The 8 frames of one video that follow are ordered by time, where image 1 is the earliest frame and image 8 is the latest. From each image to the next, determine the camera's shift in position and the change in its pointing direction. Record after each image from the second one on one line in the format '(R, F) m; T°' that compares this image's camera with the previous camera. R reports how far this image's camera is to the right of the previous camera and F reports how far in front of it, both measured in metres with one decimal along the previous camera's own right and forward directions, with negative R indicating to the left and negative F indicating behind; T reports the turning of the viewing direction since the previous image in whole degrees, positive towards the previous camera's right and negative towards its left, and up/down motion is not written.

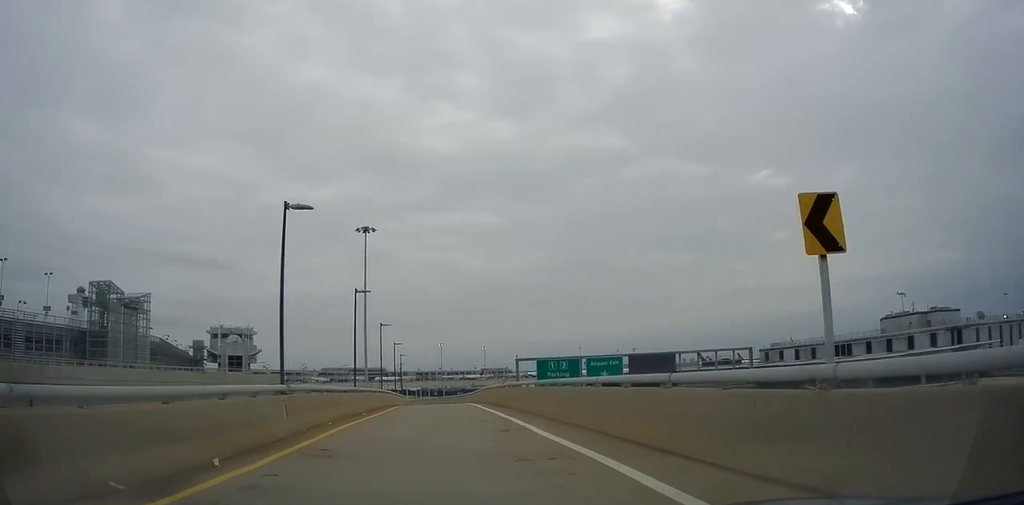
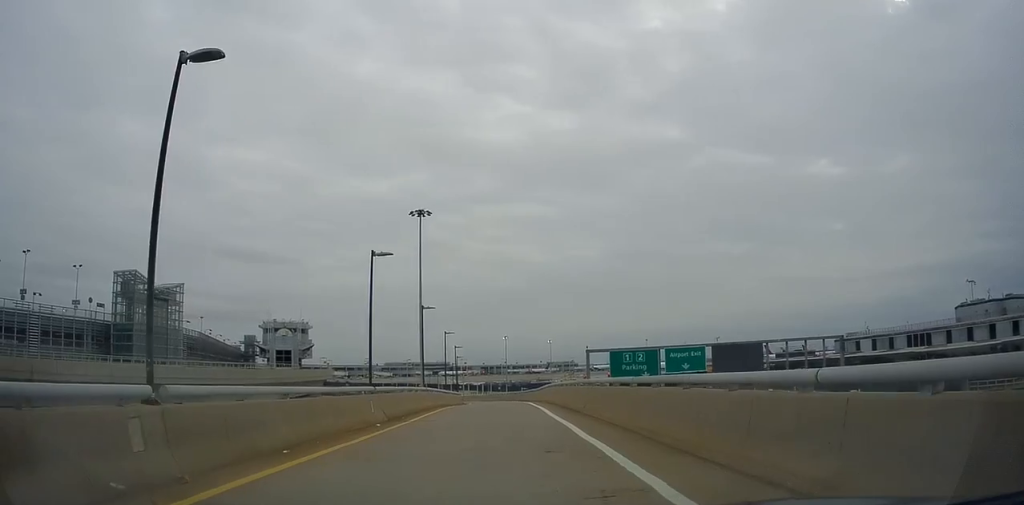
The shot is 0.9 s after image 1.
(-0.8, +7.7) m; -9°
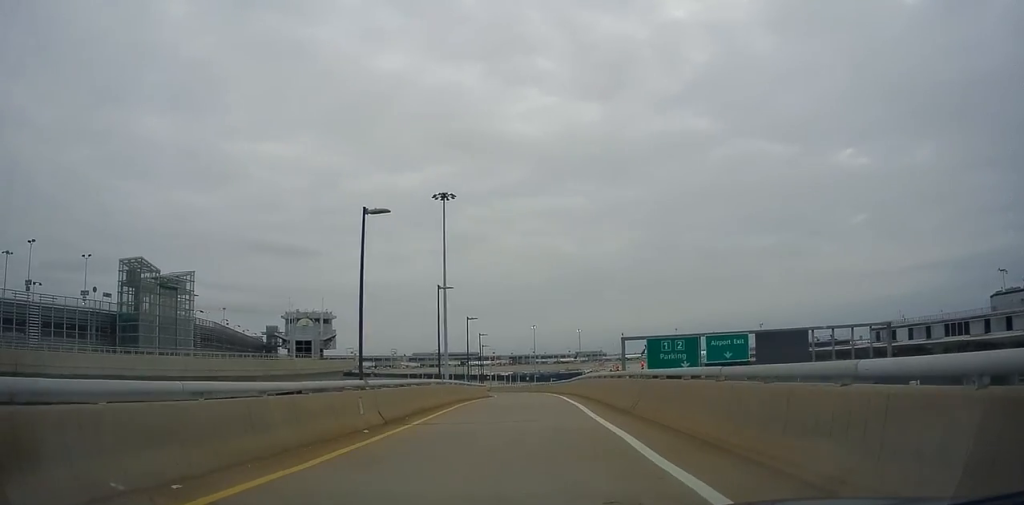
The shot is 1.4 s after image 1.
(-0.2, +4.4) m; -4°
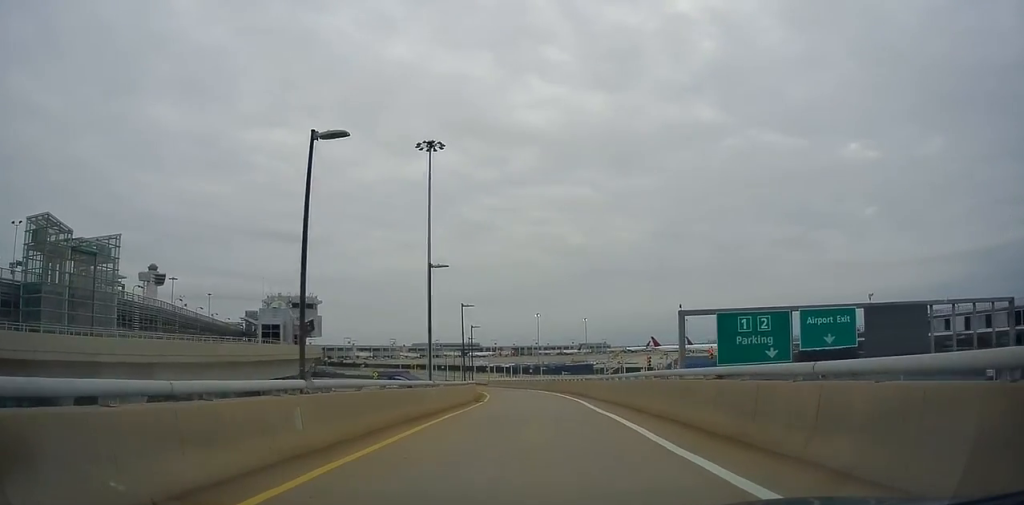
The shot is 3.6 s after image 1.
(-1.5, +17.7) m; -7°
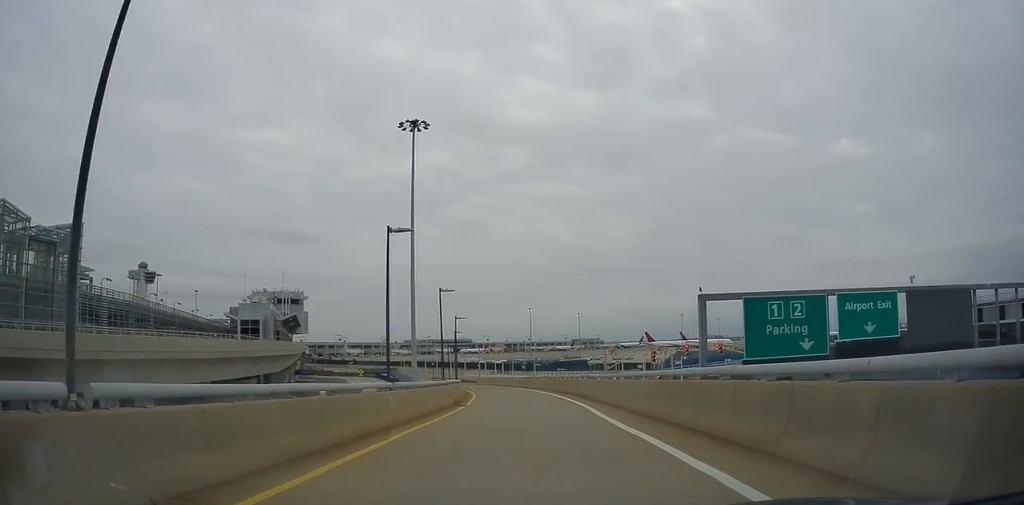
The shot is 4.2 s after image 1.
(0.0, +5.3) m; 0°
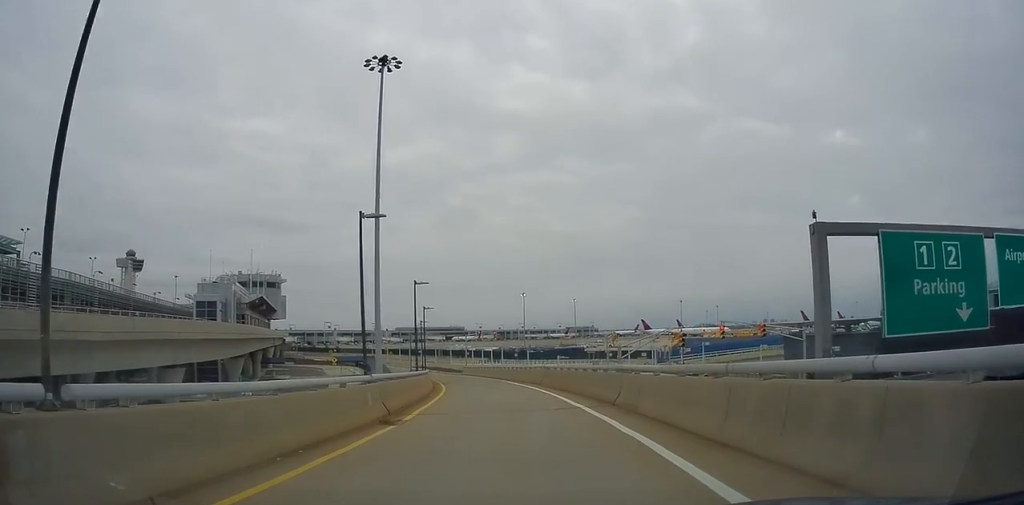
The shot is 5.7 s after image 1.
(0.0, +11.9) m; +1°
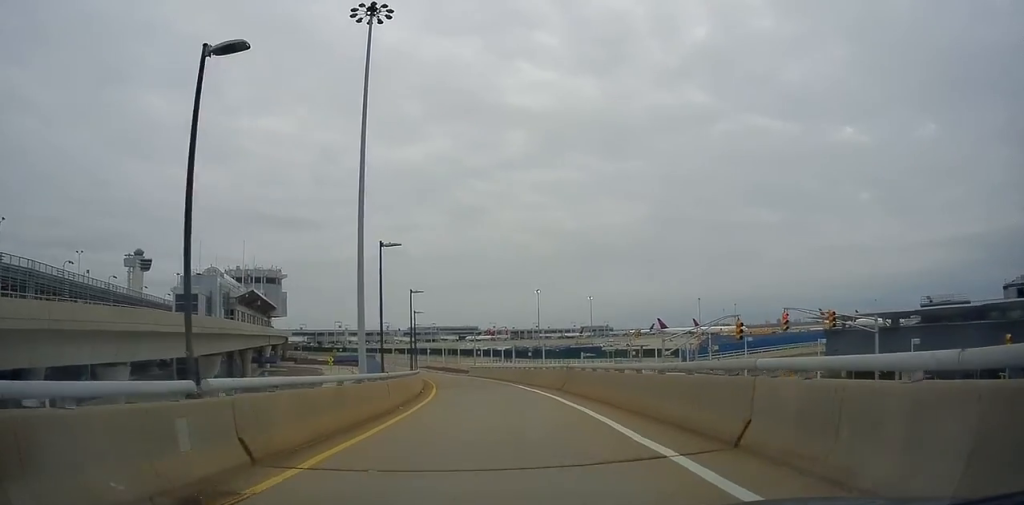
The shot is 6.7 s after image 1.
(+0.2, +8.7) m; +2°
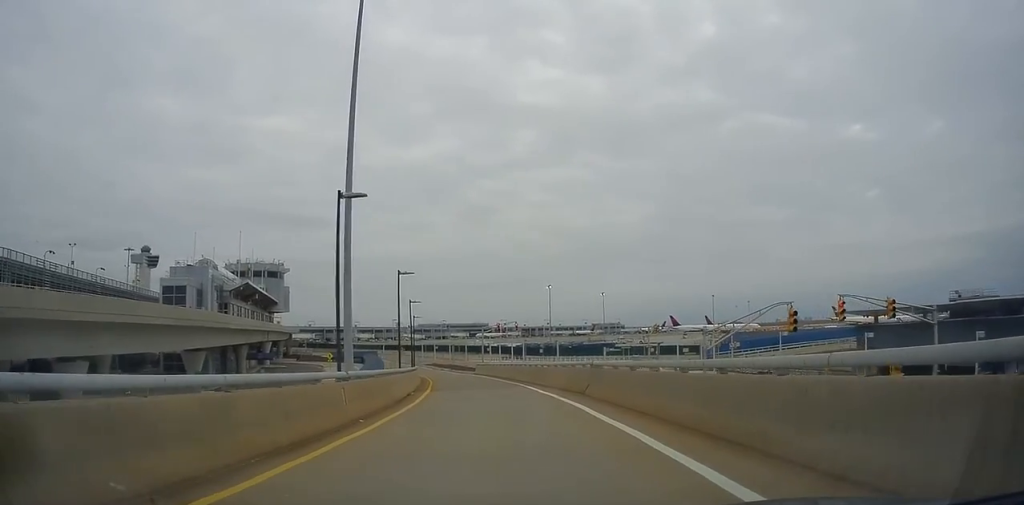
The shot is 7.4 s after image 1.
(+0.2, +5.3) m; 0°
